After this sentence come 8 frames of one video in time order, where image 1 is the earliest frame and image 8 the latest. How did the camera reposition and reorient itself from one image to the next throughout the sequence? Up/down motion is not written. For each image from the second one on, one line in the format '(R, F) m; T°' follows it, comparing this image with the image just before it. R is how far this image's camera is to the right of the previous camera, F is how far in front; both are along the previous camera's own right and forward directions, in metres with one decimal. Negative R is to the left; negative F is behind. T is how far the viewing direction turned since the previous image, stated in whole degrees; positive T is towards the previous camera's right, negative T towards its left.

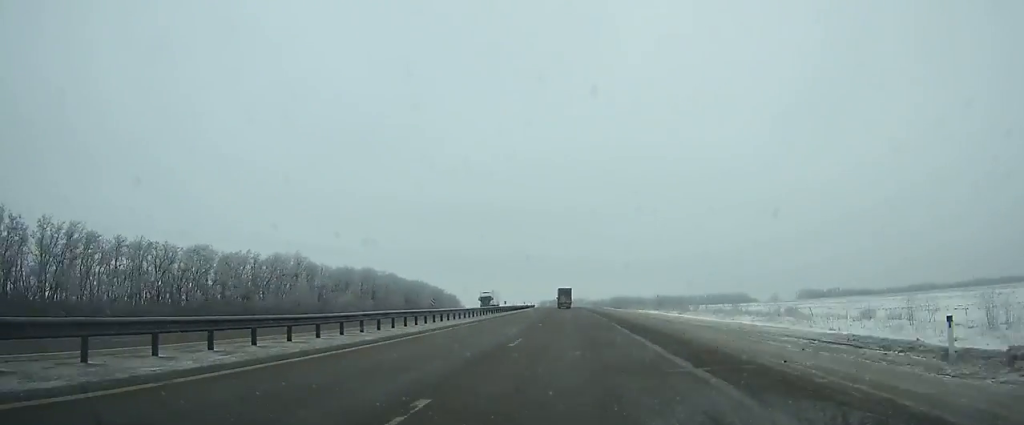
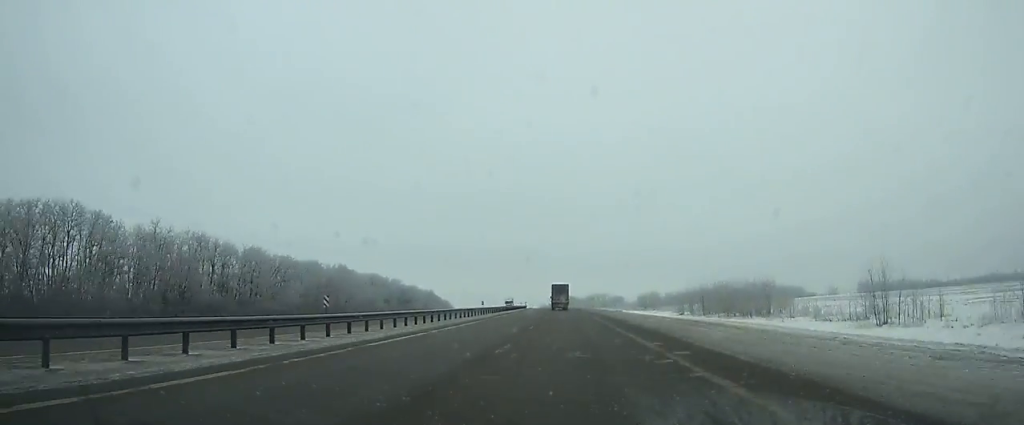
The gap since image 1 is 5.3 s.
(-2.6, +135.7) m; -2°
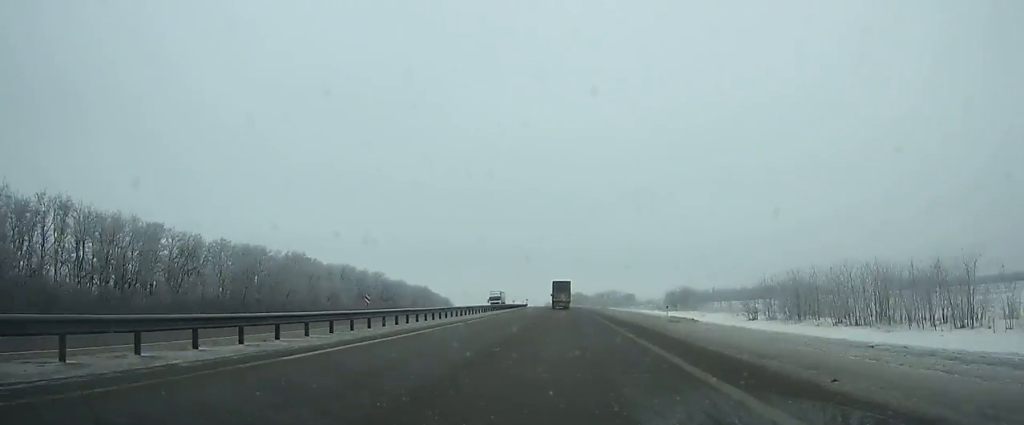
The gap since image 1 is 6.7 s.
(-0.4, +35.7) m; -1°
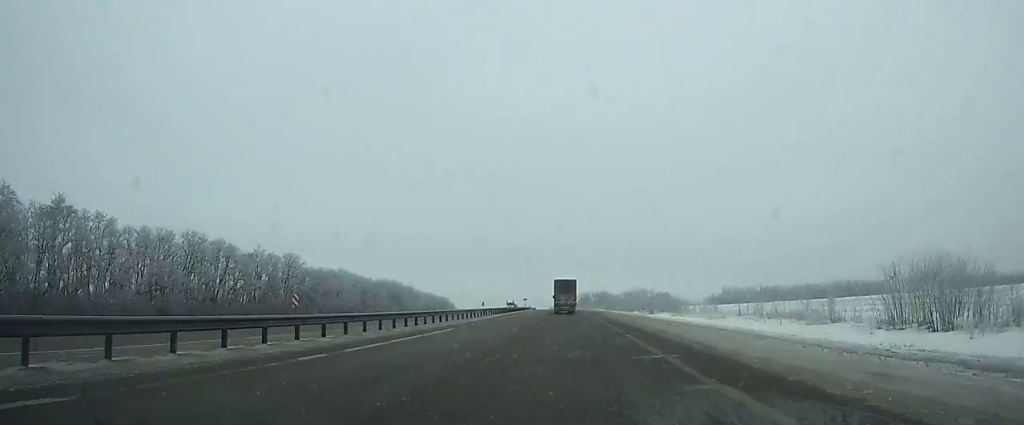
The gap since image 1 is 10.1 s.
(-1.3, +86.5) m; -2°
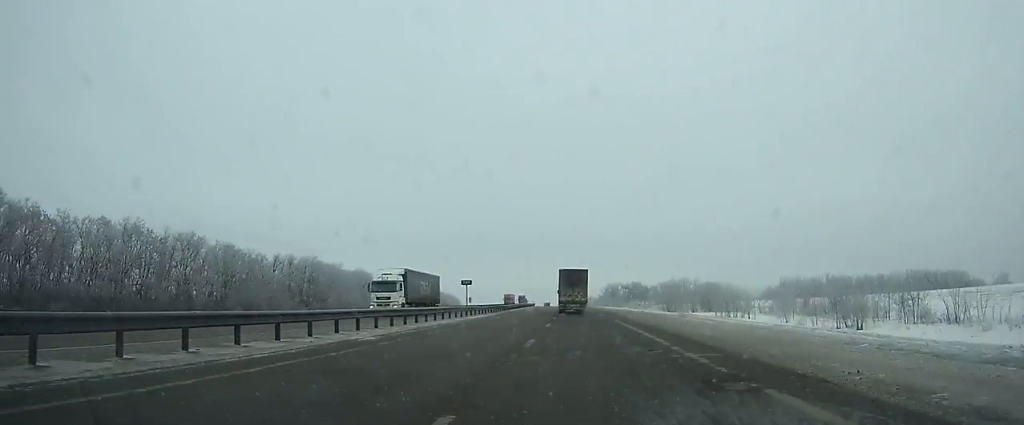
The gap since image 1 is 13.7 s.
(-1.7, +91.4) m; -2°
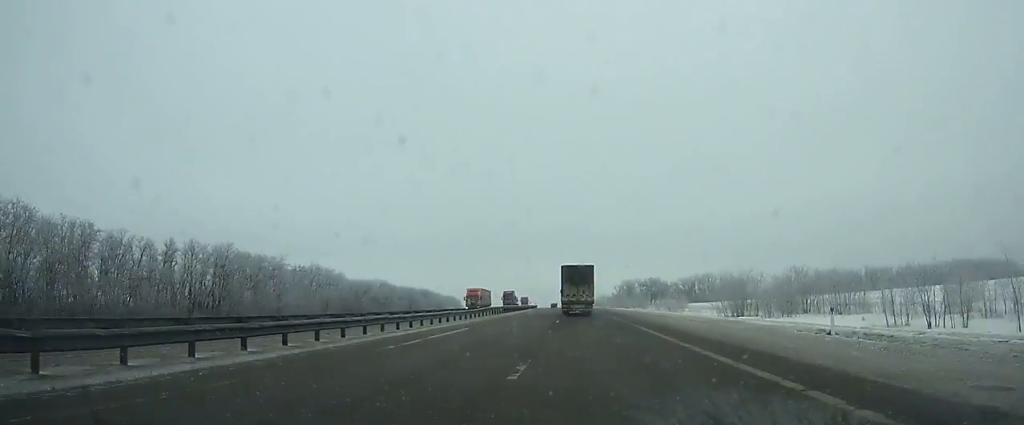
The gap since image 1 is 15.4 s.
(-0.5, +43.3) m; -1°
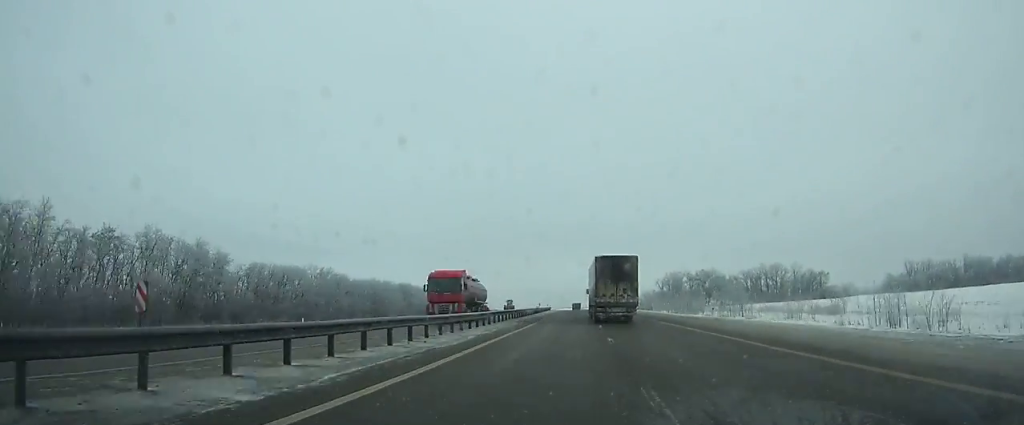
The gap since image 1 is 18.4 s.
(-1.3, +76.9) m; -1°
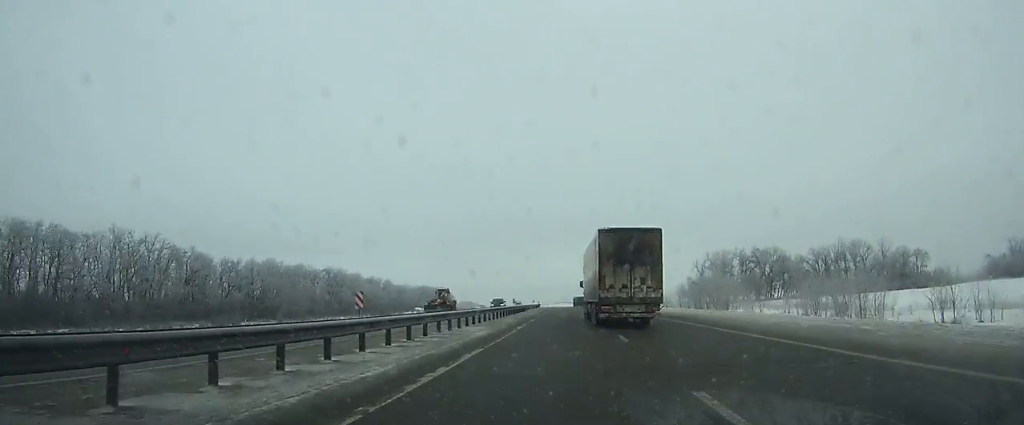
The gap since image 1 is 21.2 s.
(-0.5, +72.8) m; -1°
